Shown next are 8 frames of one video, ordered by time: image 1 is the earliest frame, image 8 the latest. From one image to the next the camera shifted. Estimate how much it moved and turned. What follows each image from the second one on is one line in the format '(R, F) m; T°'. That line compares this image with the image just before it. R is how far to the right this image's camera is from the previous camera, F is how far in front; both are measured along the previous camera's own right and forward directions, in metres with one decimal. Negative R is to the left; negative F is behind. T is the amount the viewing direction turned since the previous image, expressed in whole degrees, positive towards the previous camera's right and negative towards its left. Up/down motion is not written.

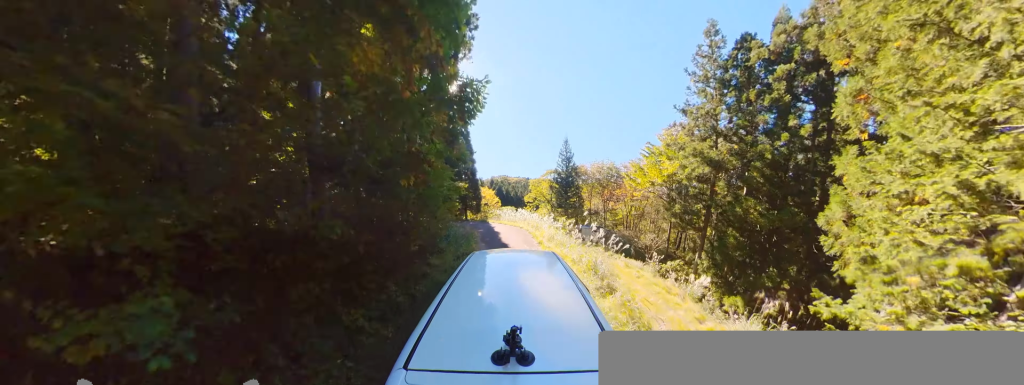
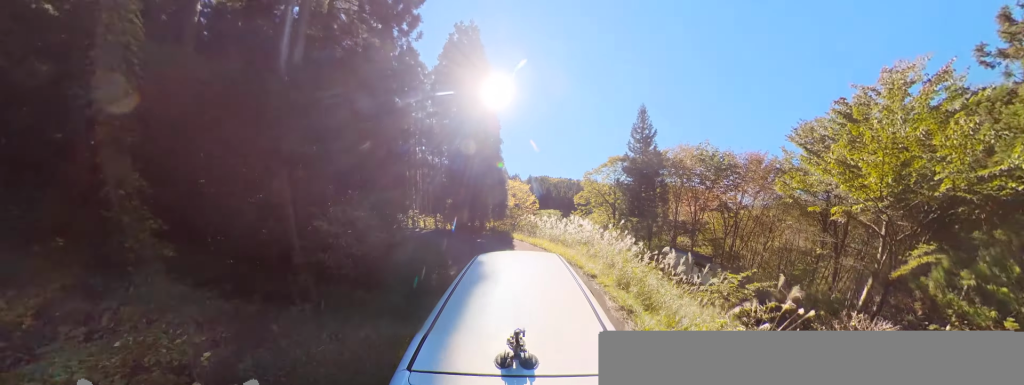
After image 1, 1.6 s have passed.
(-1.8, +7.9) m; -52°
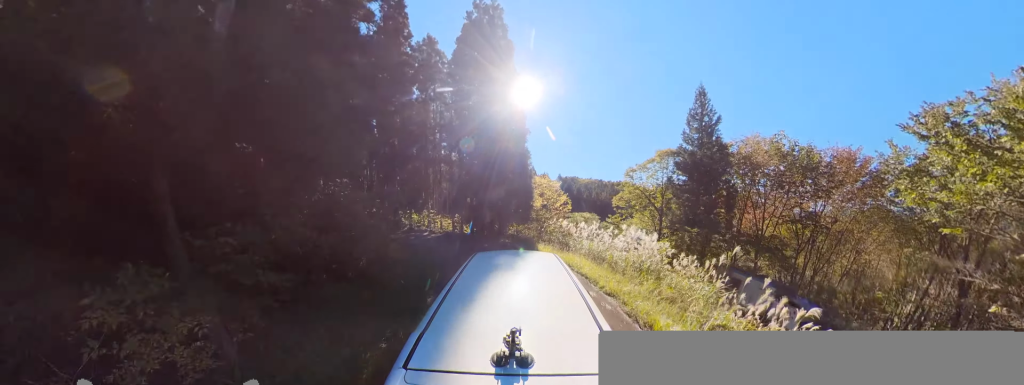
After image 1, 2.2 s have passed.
(-1.4, +2.7) m; -14°
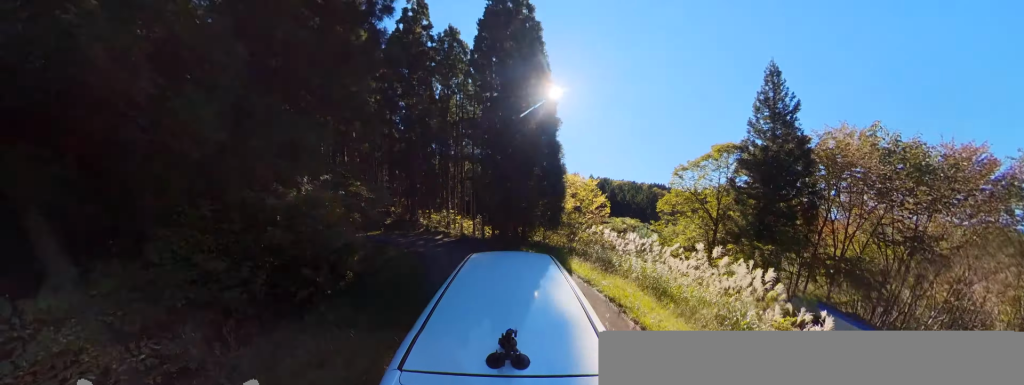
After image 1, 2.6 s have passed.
(-0.5, +2.3) m; -10°
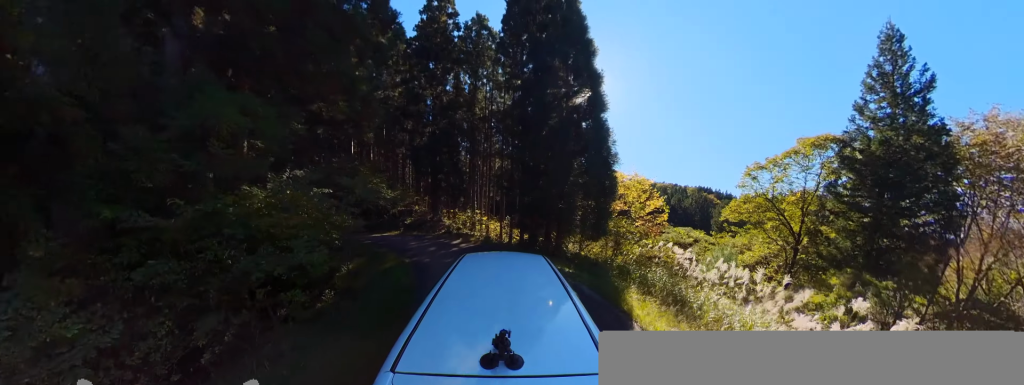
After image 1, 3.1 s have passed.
(+0.2, +2.4) m; -8°
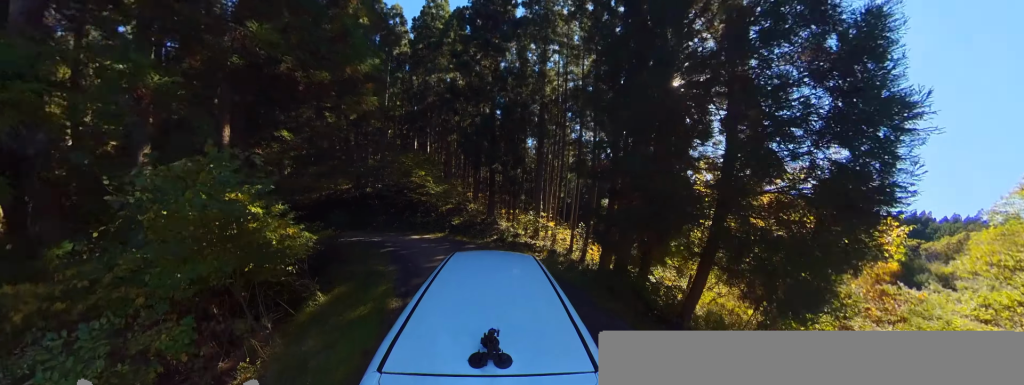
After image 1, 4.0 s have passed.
(-0.7, +4.9) m; -24°
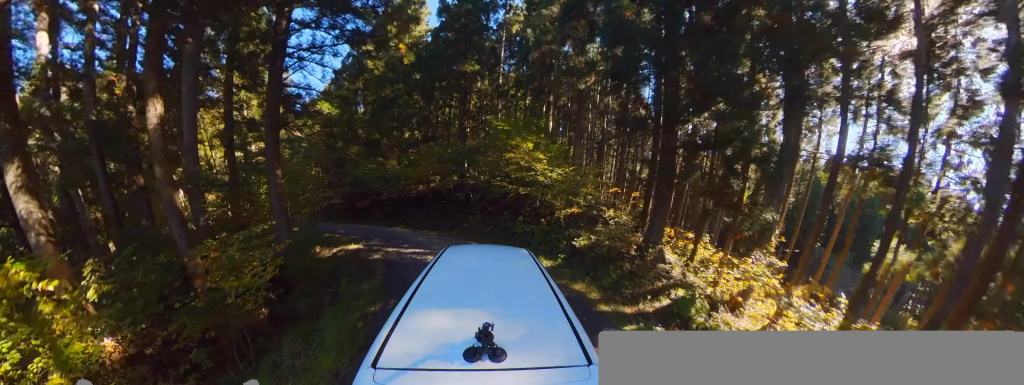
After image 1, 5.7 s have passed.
(-3.5, +8.1) m; -40°
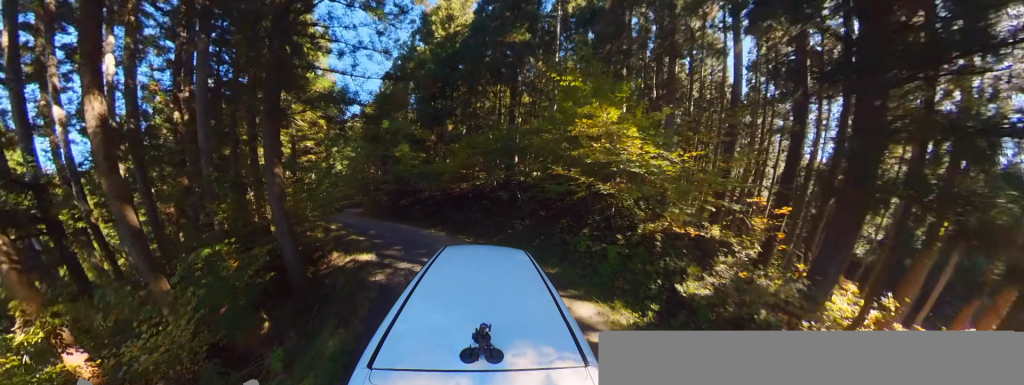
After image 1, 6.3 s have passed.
(-0.5, +3.5) m; -1°
